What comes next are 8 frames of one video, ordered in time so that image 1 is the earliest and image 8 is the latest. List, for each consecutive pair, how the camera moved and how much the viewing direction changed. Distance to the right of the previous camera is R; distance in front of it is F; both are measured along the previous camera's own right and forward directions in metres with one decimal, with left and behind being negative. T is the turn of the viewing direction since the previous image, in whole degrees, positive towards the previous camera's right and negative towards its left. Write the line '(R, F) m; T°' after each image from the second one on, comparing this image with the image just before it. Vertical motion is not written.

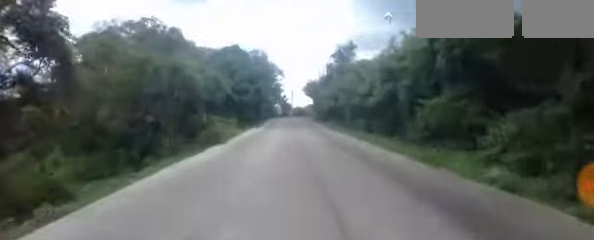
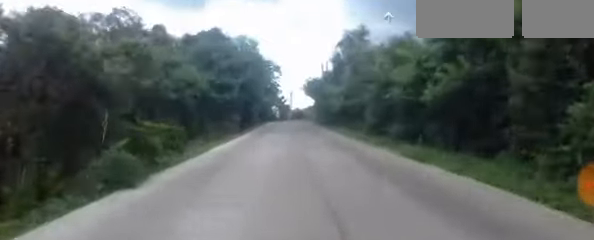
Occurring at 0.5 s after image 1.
(+0.1, +6.8) m; +1°
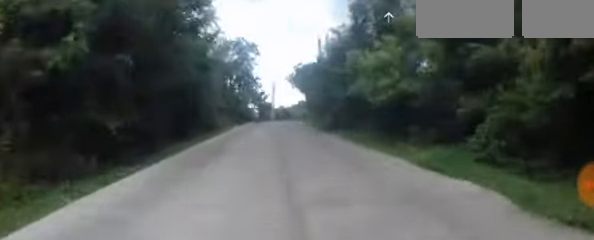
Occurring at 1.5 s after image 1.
(+0.2, +12.8) m; +2°
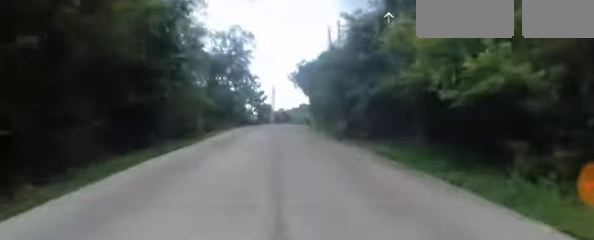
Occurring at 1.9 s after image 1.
(0.0, +4.9) m; +1°
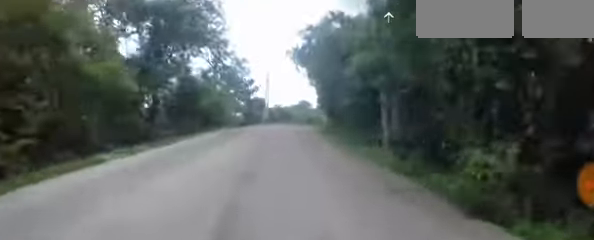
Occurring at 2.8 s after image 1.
(+0.2, +10.5) m; +1°
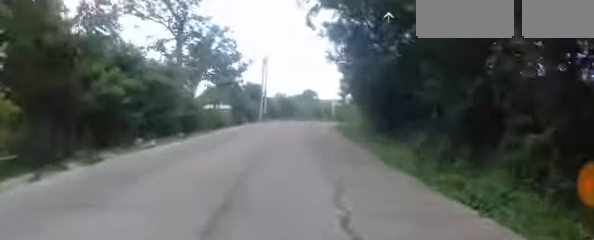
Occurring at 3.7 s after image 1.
(+0.1, +10.5) m; +4°
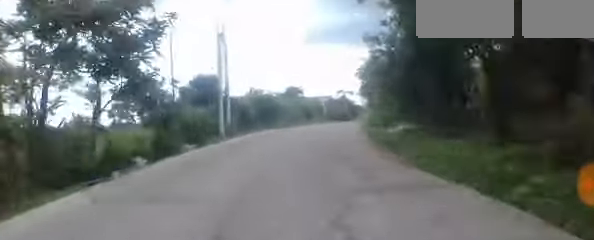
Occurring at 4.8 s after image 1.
(+0.8, +12.1) m; +7°
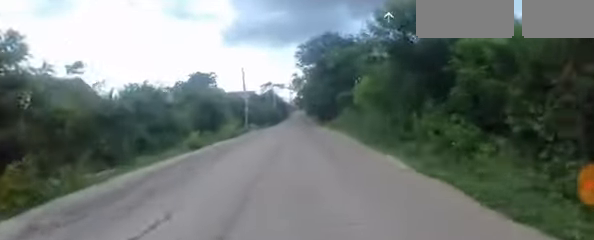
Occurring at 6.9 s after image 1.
(+1.2, +21.6) m; +5°
